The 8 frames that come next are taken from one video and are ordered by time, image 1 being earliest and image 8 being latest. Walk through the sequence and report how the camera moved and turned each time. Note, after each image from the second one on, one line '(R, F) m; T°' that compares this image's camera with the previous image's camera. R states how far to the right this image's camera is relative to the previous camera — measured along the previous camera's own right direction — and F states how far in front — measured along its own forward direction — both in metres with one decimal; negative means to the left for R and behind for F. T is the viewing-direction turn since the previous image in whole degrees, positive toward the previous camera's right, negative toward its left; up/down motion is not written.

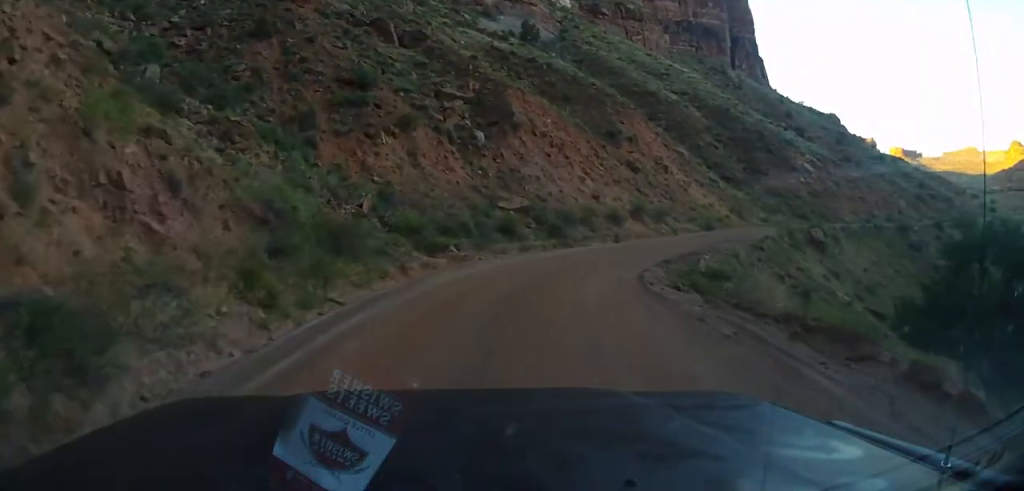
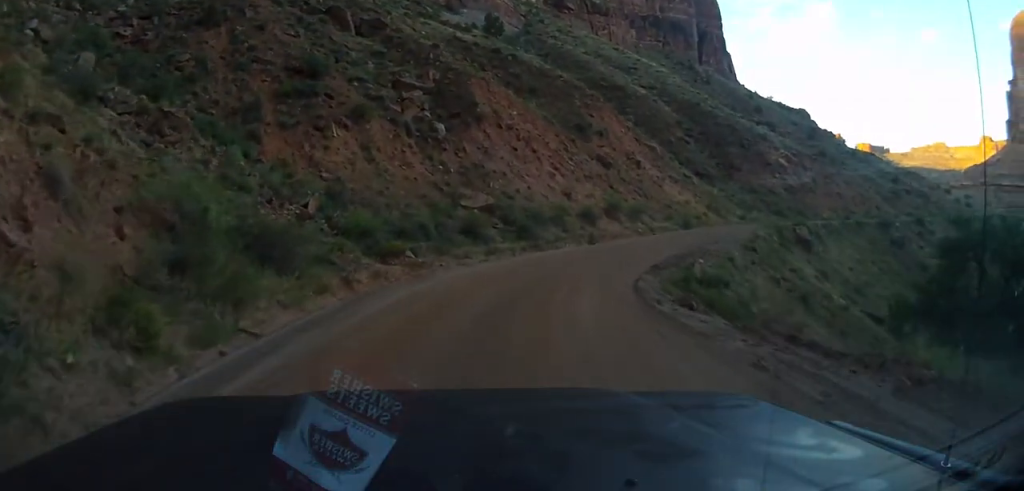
(+0.1, +4.0) m; +2°
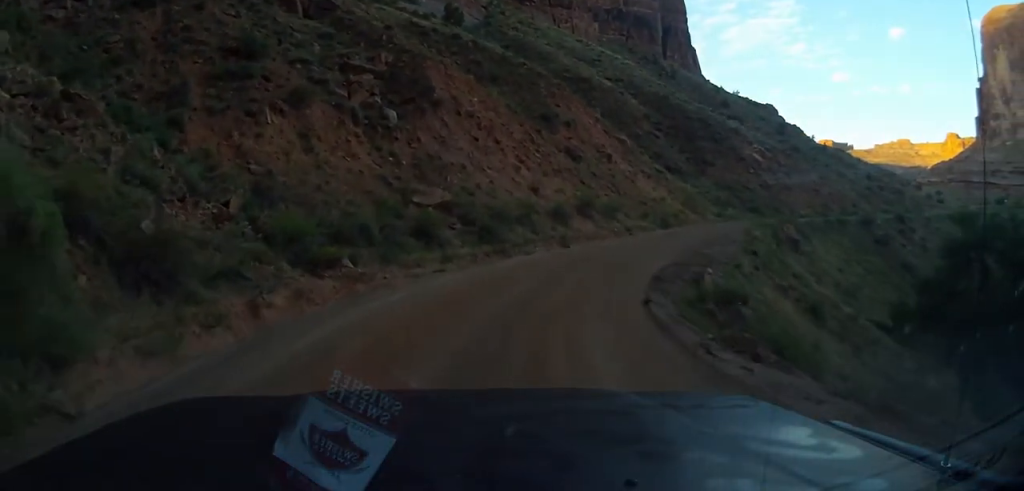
(+0.1, +5.4) m; +2°
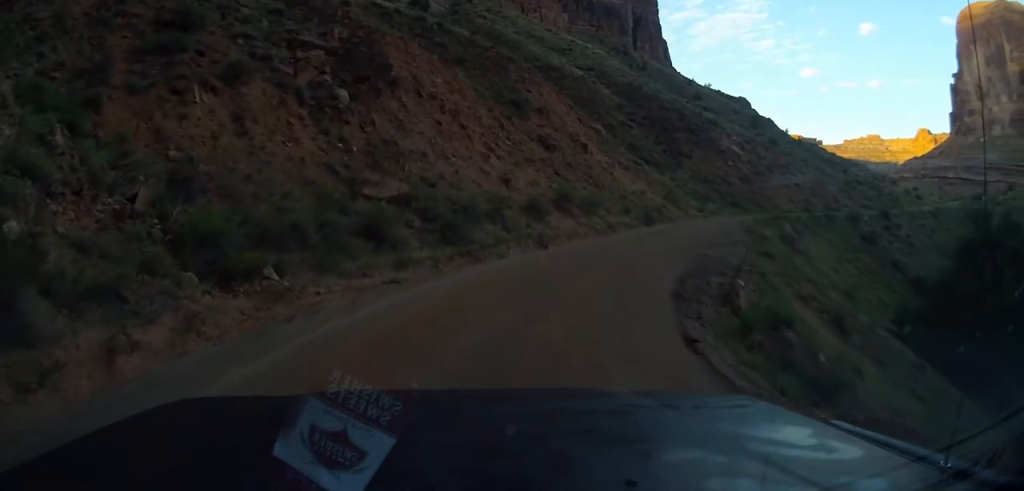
(+0.1, +5.4) m; +2°
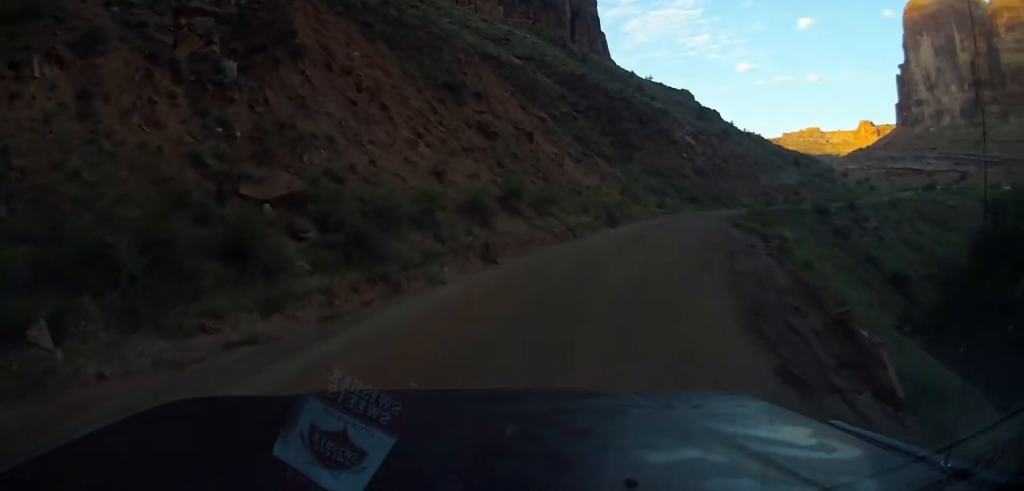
(+0.3, +8.1) m; +7°
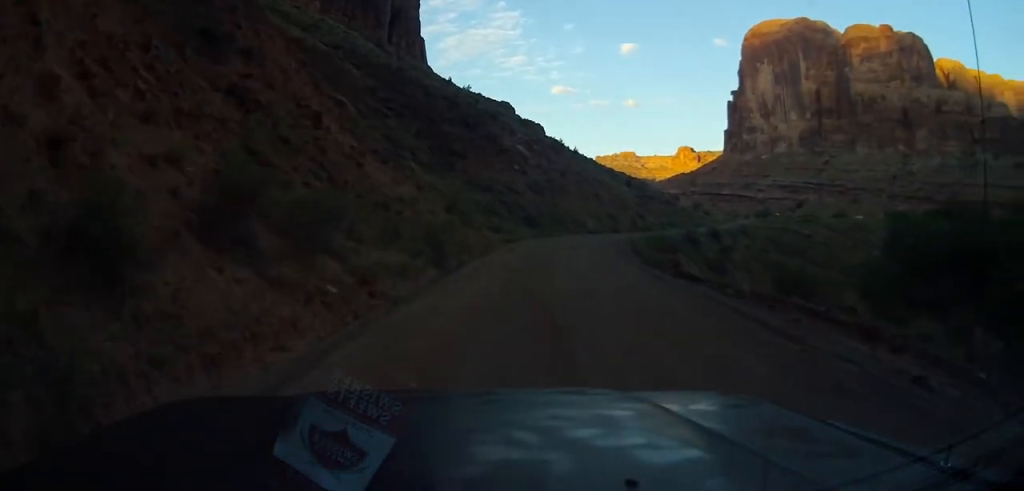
(+1.7, +16.2) m; +7°
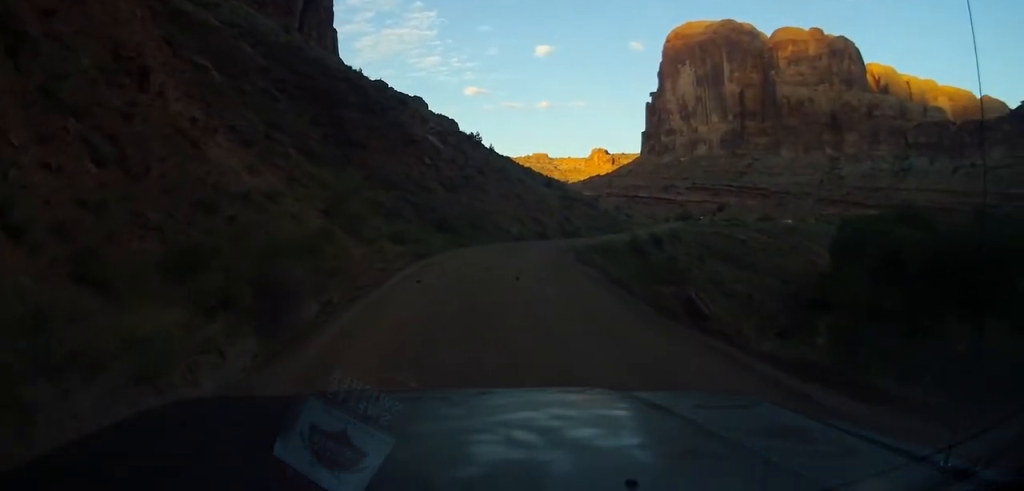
(0.0, +11.0) m; +8°
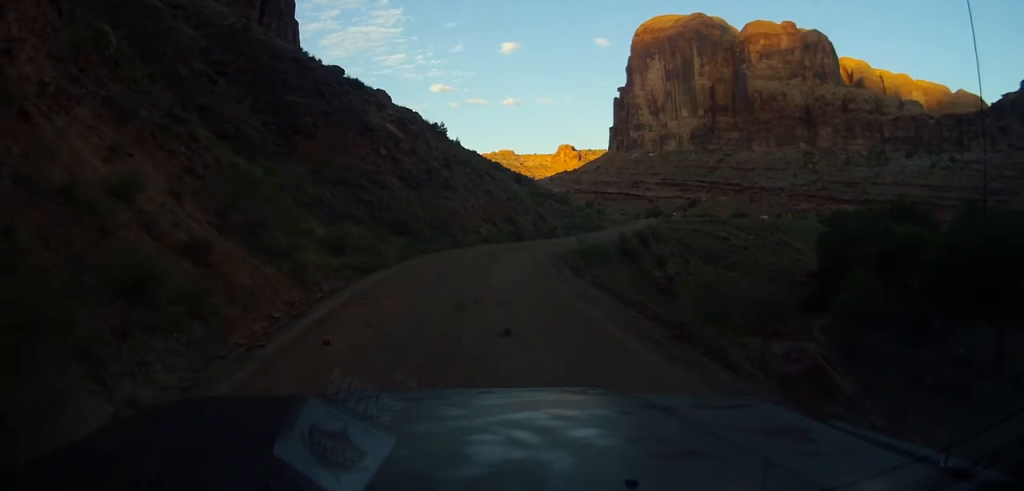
(+1.0, +7.8) m; +8°
